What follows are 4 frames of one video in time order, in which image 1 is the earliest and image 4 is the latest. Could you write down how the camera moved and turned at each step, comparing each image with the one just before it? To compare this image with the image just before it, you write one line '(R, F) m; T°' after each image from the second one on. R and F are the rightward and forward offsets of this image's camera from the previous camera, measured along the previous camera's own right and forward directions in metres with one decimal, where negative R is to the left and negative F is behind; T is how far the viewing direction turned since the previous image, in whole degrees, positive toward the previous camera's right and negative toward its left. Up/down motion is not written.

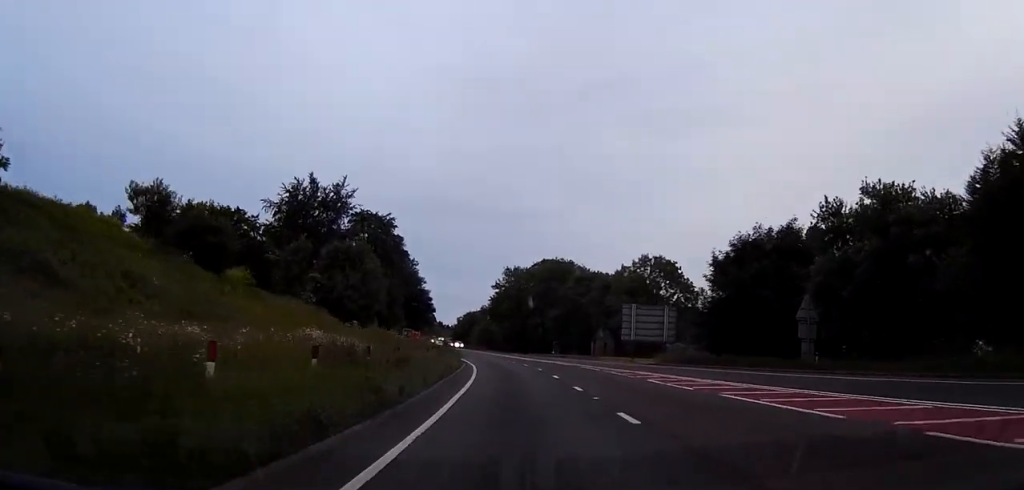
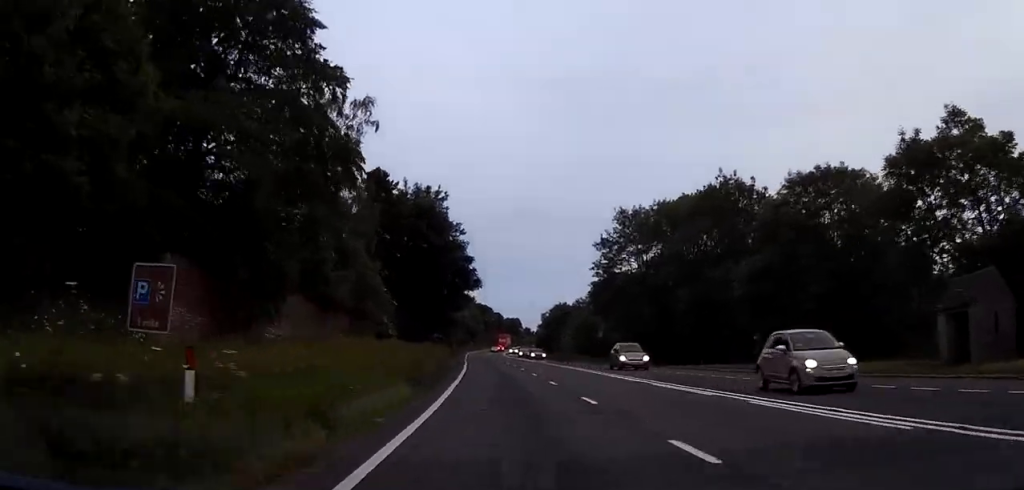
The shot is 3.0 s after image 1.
(-4.4, +67.1) m; -8°
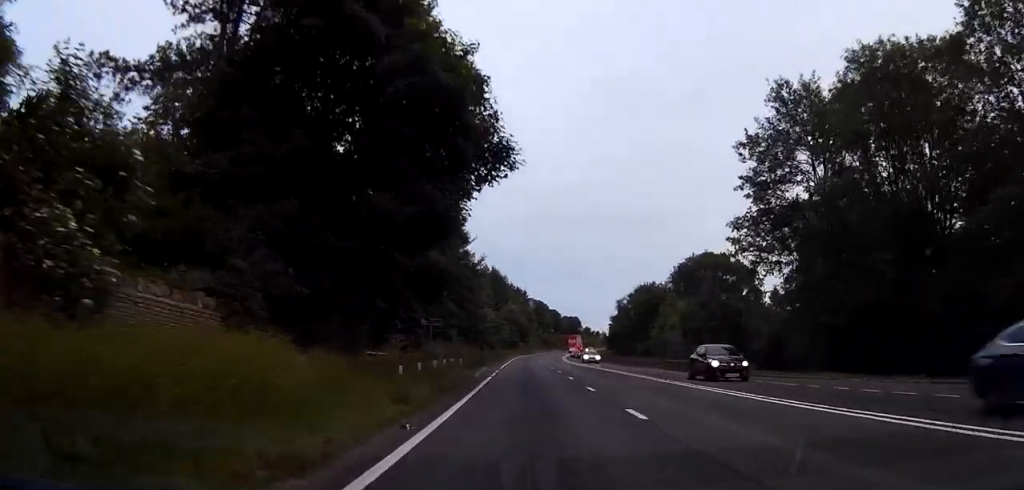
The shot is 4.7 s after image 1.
(-1.4, +40.6) m; -4°
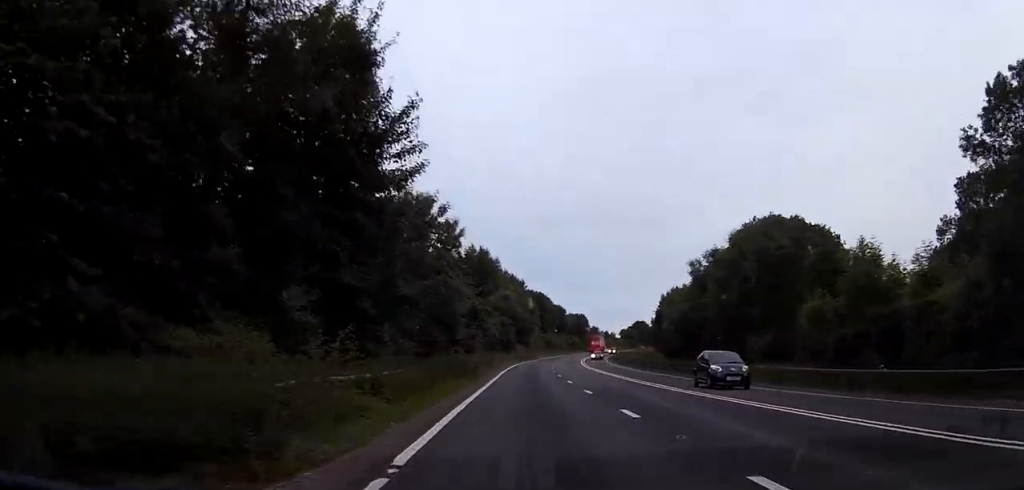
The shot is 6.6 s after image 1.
(-1.5, +44.6) m; -2°
